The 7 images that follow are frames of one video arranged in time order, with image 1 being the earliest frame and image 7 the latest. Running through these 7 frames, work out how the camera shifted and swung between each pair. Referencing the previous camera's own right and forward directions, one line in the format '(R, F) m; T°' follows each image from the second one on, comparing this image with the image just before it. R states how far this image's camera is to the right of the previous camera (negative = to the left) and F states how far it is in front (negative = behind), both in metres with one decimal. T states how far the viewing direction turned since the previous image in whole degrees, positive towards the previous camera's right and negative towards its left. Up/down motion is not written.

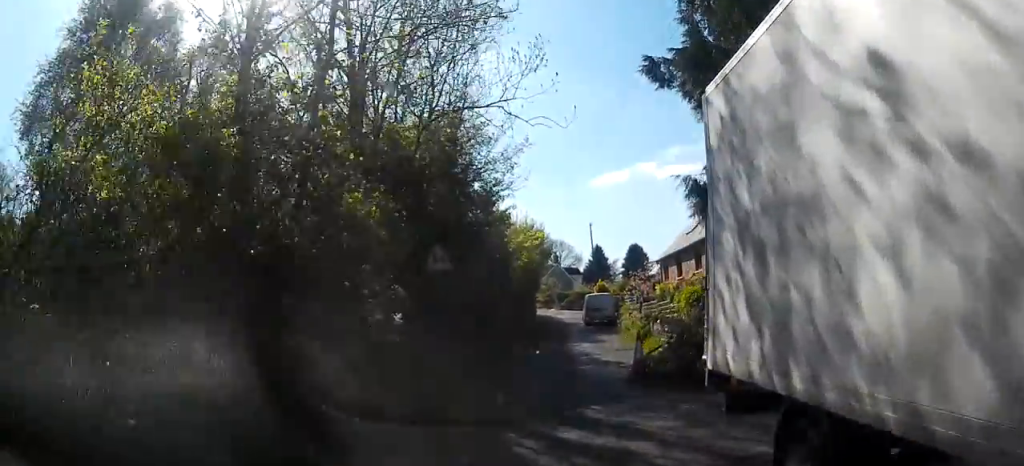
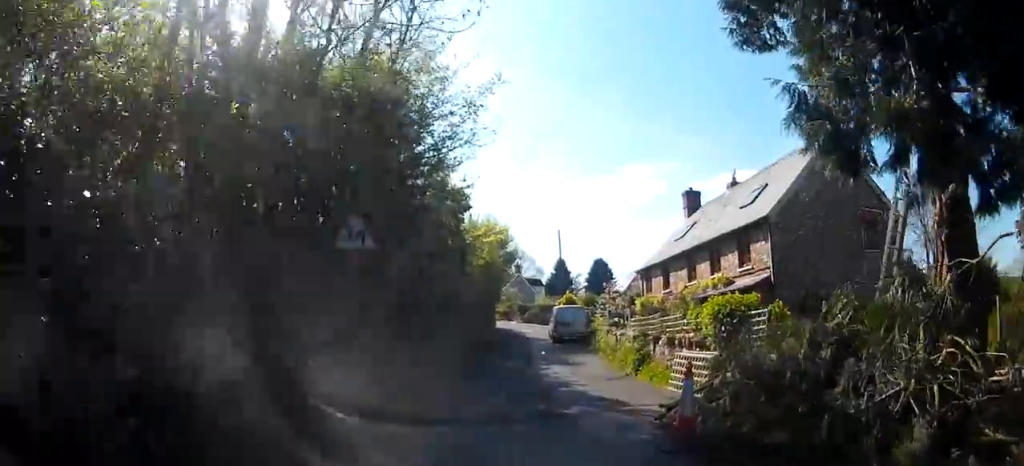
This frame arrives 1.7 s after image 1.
(0.0, +4.7) m; +2°
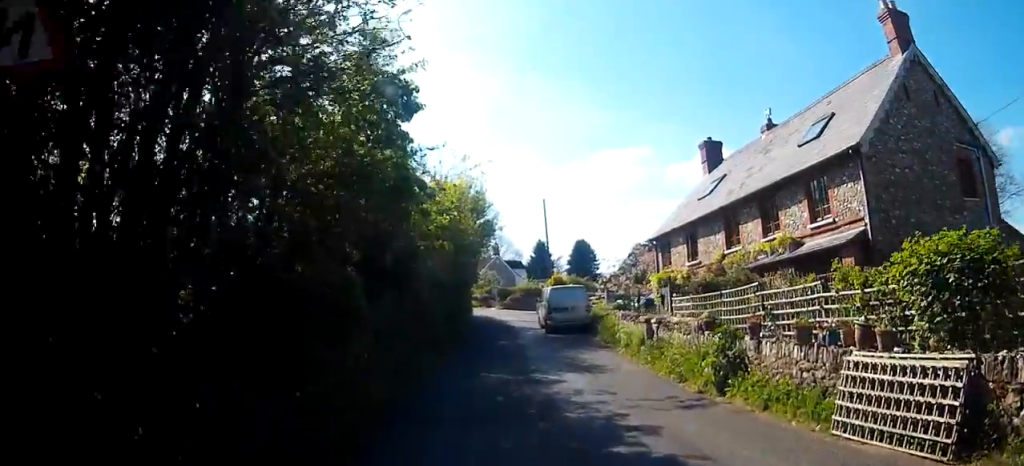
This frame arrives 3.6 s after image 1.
(+1.3, +6.8) m; +13°
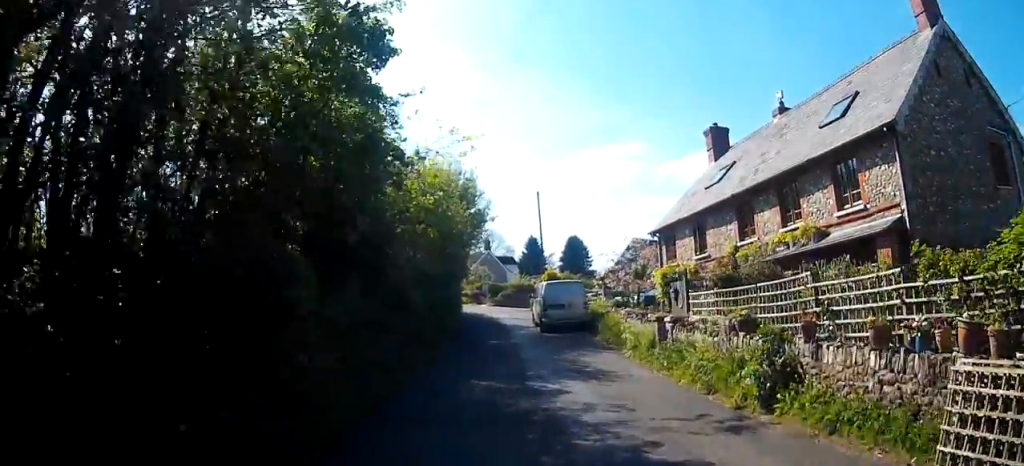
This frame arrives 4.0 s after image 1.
(0.0, +1.9) m; -1°
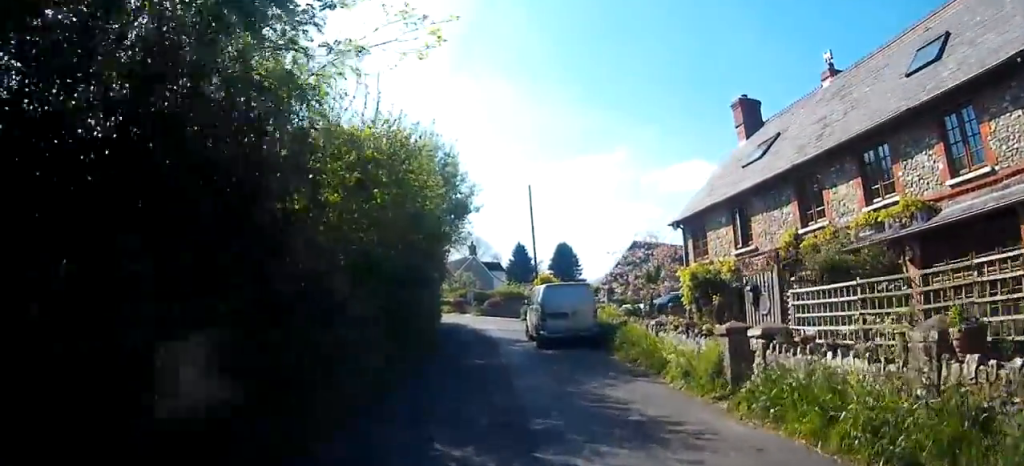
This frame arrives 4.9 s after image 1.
(-0.4, +5.1) m; -4°
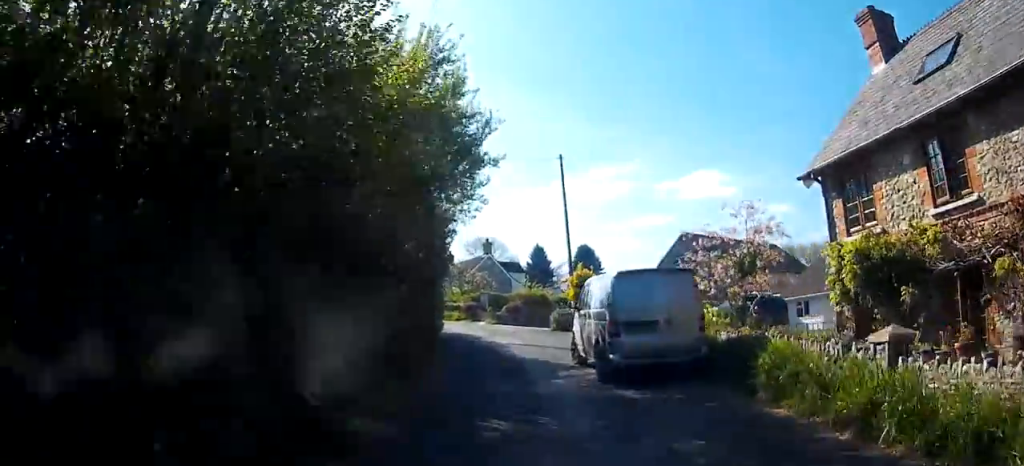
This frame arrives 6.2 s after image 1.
(+0.2, +8.4) m; +2°
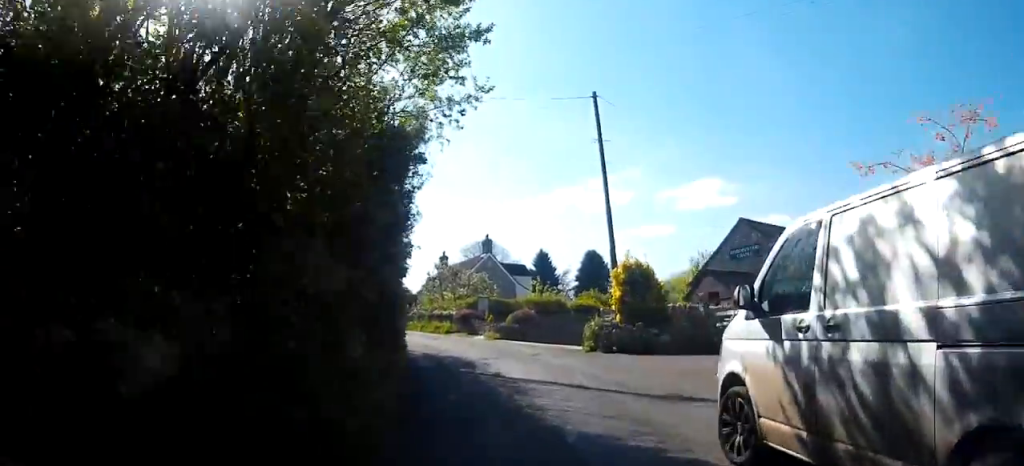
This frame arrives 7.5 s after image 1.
(-0.2, +9.4) m; -3°
